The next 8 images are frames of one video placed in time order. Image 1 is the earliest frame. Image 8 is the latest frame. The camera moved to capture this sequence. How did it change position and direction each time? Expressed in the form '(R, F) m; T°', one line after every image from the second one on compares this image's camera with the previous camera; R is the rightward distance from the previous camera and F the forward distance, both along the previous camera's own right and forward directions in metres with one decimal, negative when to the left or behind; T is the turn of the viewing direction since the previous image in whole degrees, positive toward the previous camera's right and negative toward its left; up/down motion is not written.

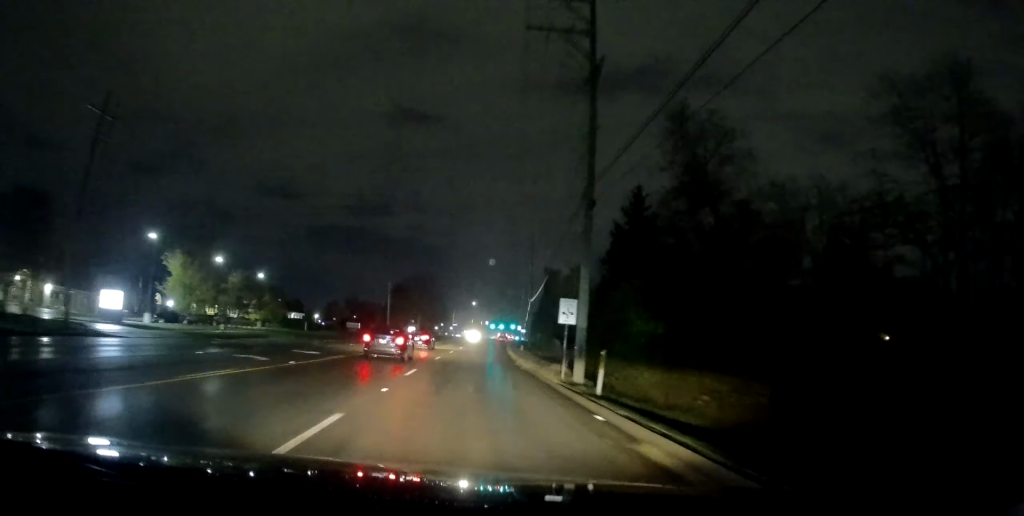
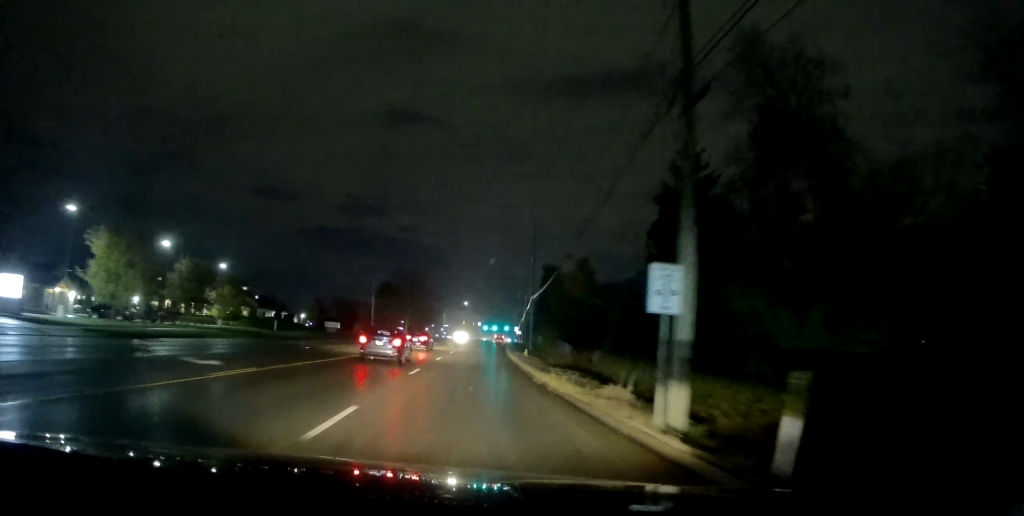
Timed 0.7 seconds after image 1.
(-0.1, +10.8) m; +1°
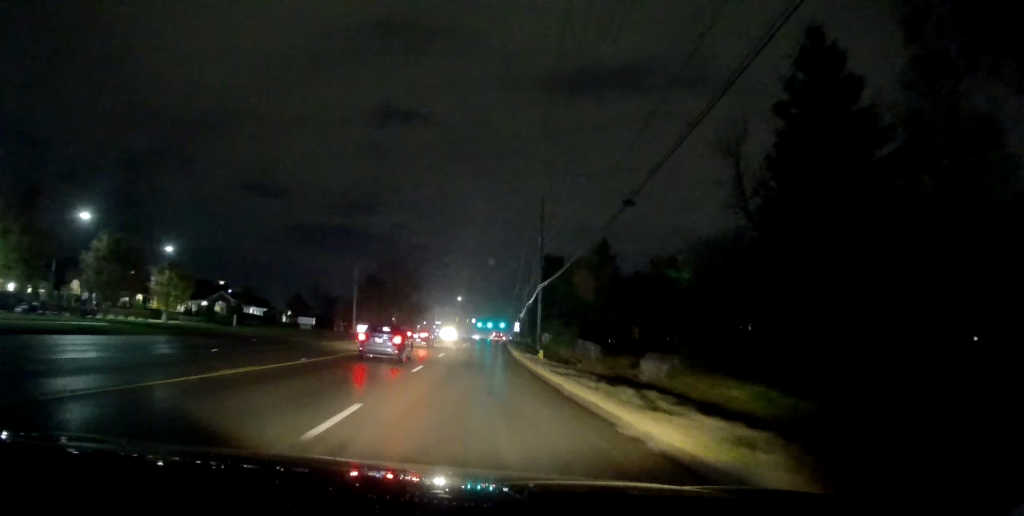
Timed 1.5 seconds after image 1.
(+0.3, +12.4) m; +3°
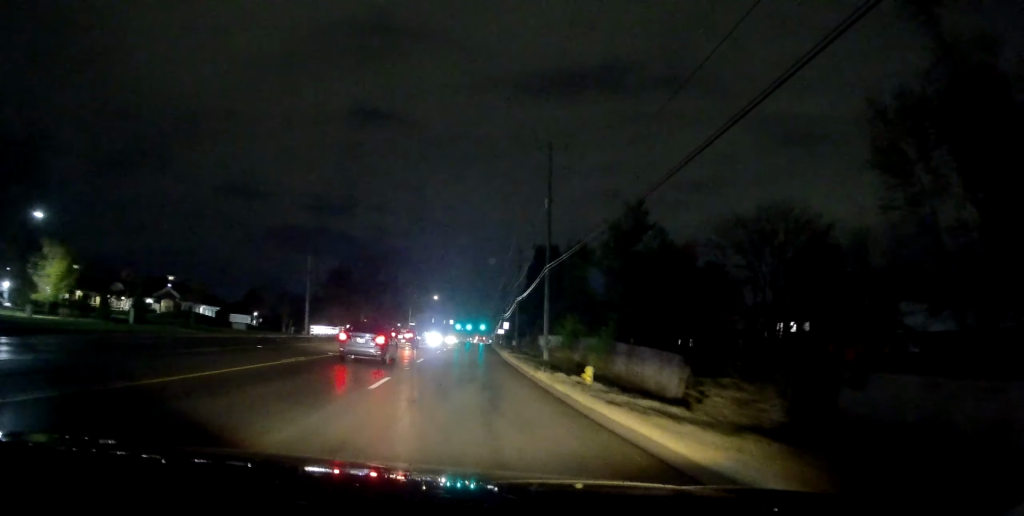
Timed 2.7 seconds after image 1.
(+0.4, +18.0) m; 0°
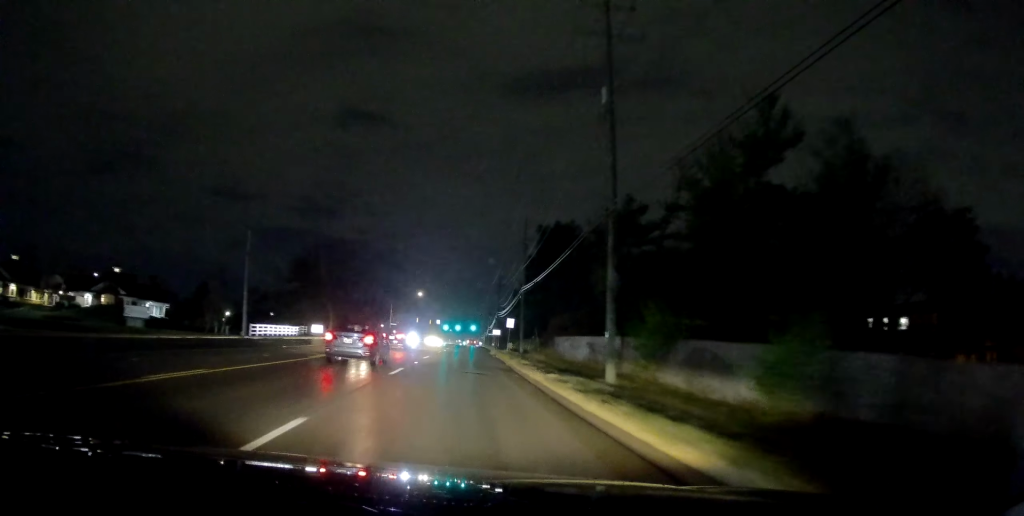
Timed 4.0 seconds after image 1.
(0.0, +20.5) m; 0°
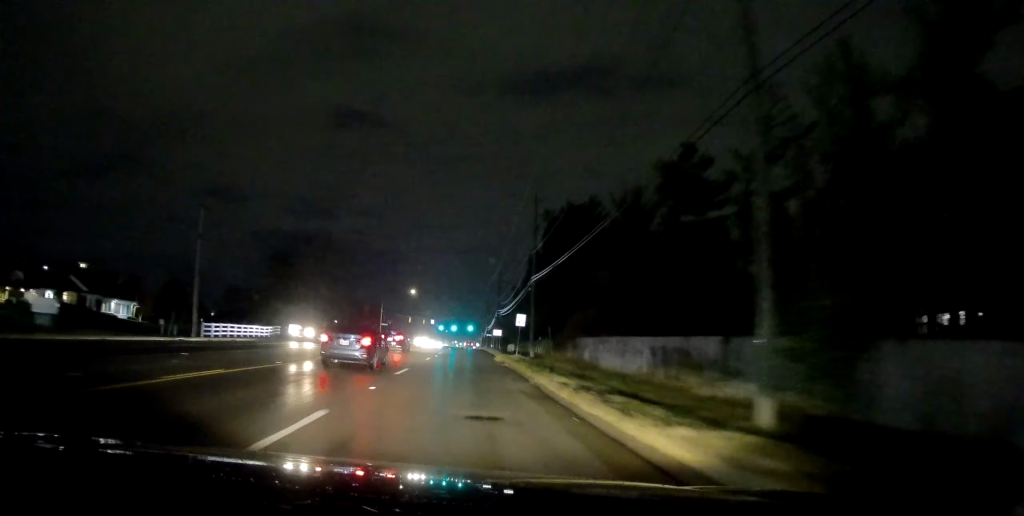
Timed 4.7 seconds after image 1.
(+0.1, +11.3) m; 0°
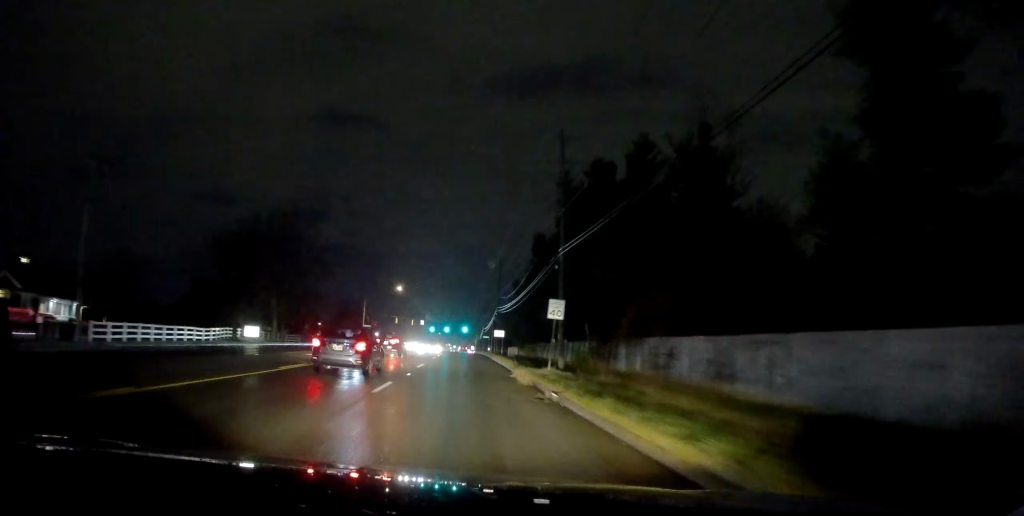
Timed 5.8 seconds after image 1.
(-0.2, +16.5) m; +1°
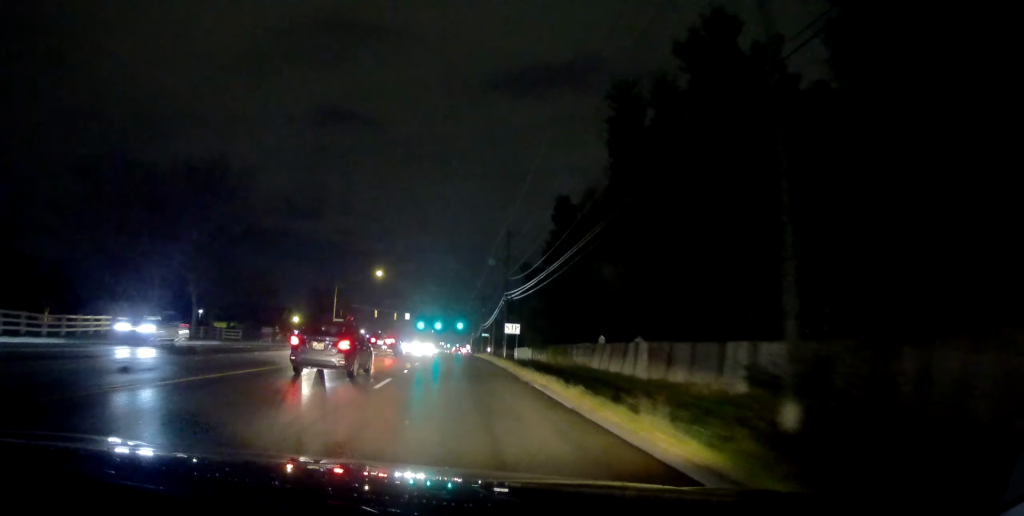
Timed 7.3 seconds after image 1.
(+1.1, +23.8) m; +2°
